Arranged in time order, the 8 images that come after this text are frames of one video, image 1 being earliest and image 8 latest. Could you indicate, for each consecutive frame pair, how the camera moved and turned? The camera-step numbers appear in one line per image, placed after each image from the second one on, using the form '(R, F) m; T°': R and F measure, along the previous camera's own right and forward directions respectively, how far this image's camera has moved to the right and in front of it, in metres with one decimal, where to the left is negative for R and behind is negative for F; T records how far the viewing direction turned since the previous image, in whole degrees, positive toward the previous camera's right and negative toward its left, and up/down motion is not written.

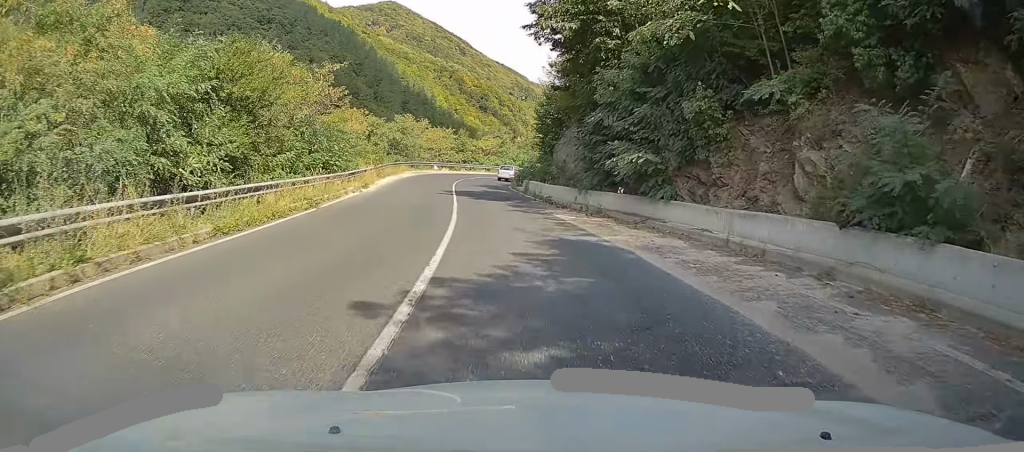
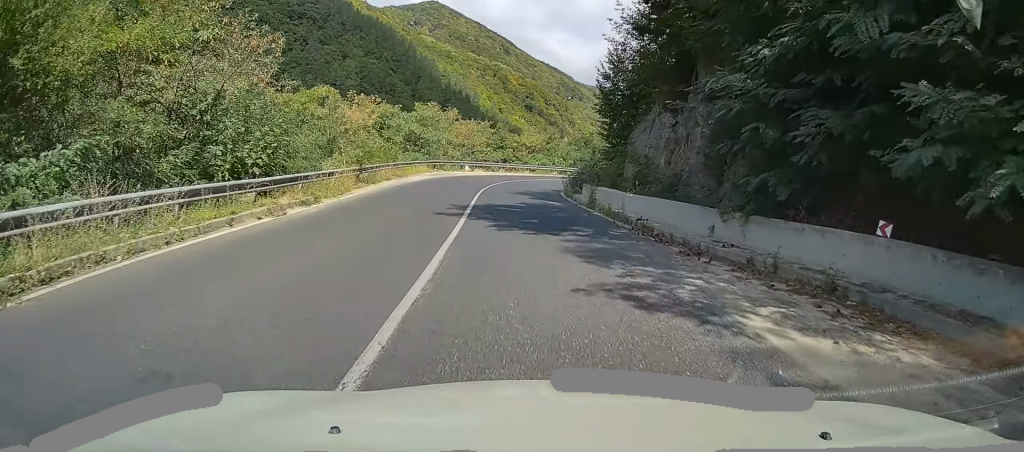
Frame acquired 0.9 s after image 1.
(-0.7, +13.8) m; -4°
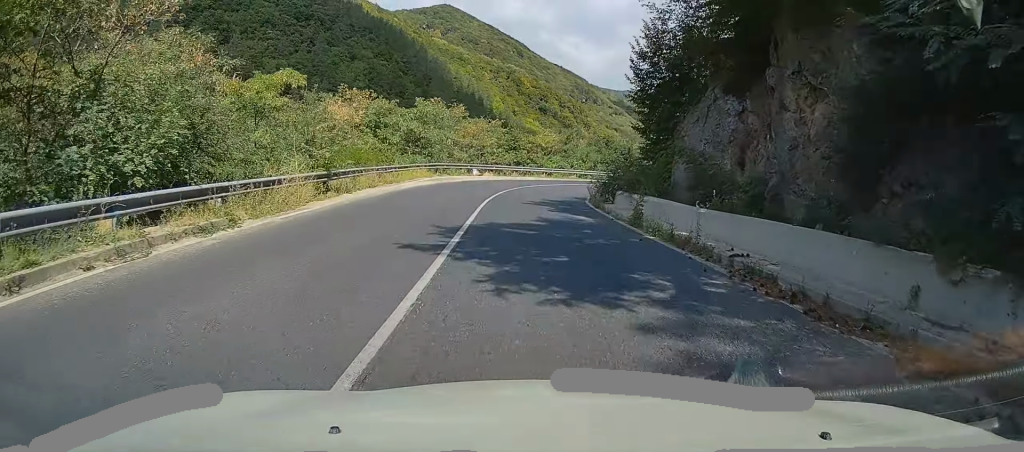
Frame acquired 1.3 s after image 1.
(-0.2, +6.4) m; -1°
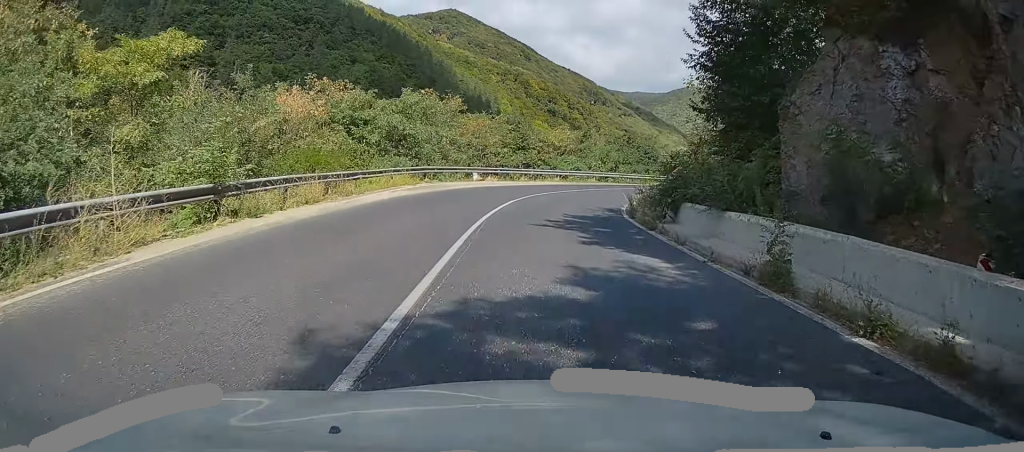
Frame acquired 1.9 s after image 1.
(-0.1, +8.1) m; 0°
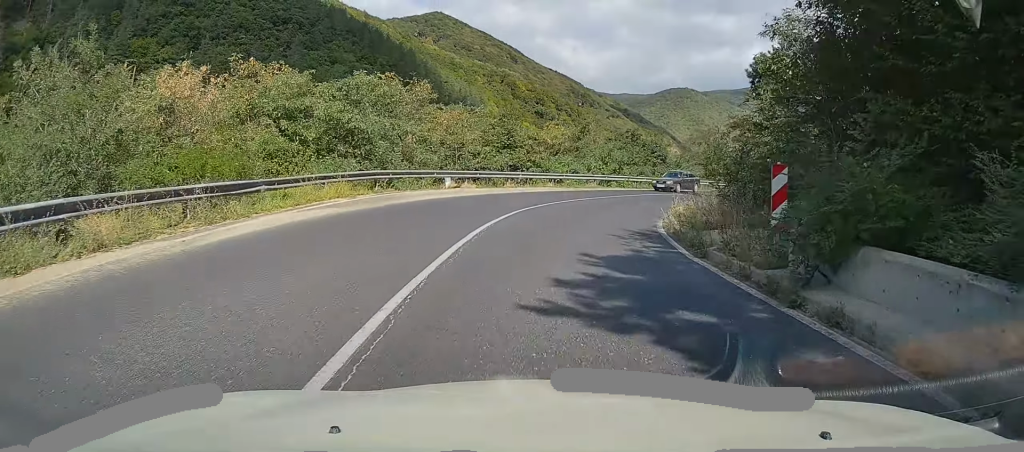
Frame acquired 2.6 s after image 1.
(-0.1, +8.2) m; +2°
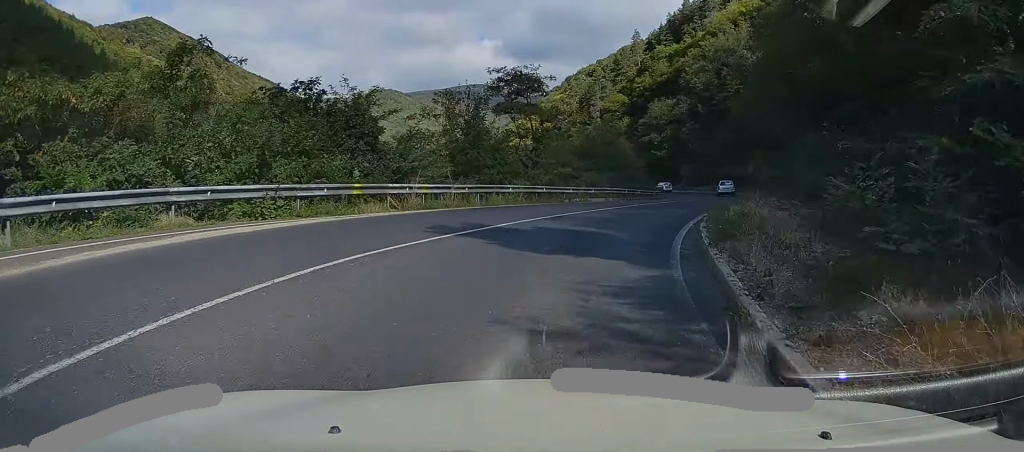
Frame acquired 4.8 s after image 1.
(+5.4, +26.3) m; +26°
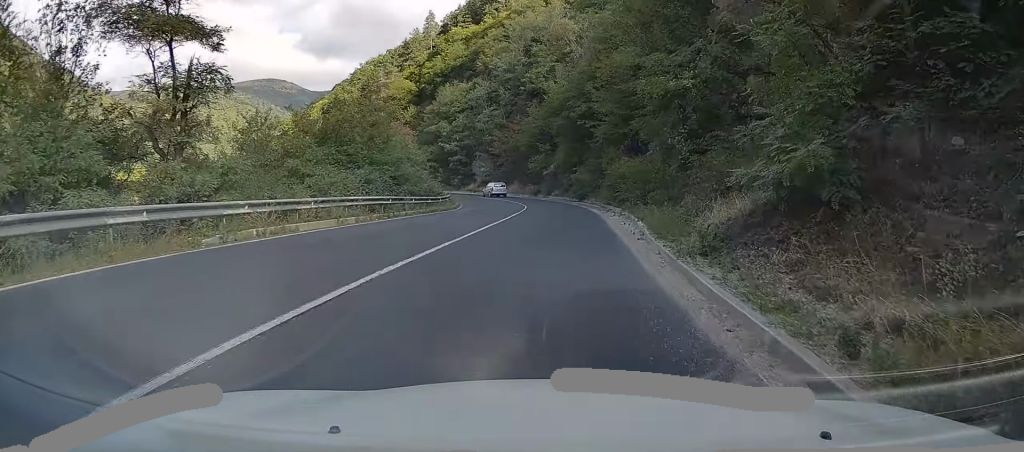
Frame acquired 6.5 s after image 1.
(+3.6, +20.3) m; +16°
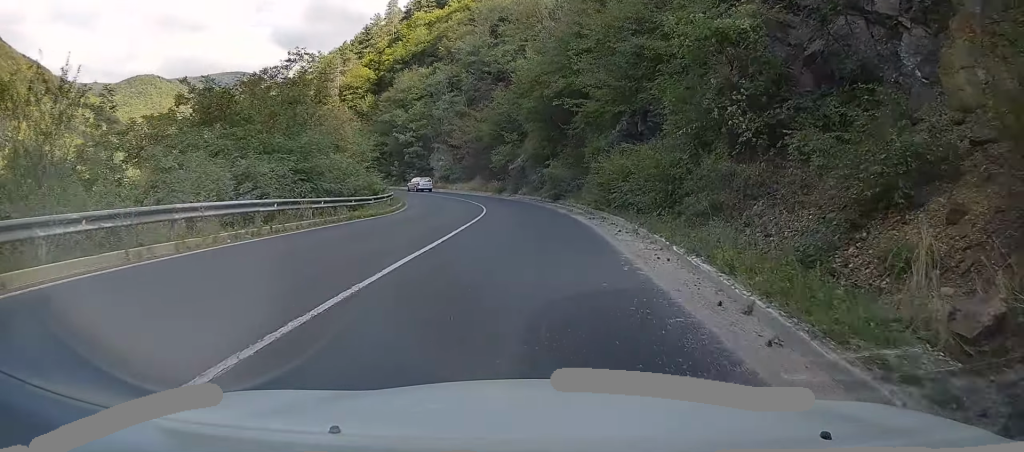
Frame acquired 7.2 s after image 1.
(+0.1, +9.3) m; +2°
